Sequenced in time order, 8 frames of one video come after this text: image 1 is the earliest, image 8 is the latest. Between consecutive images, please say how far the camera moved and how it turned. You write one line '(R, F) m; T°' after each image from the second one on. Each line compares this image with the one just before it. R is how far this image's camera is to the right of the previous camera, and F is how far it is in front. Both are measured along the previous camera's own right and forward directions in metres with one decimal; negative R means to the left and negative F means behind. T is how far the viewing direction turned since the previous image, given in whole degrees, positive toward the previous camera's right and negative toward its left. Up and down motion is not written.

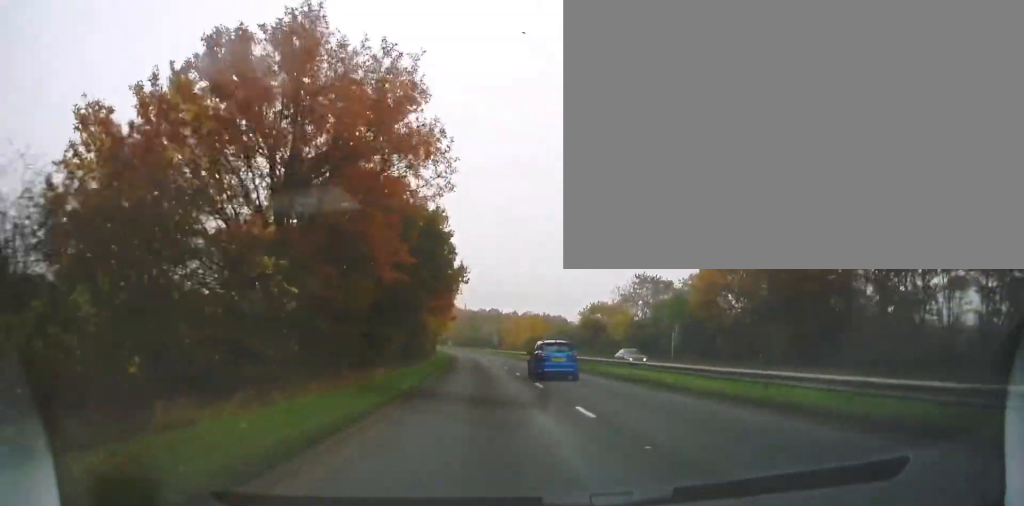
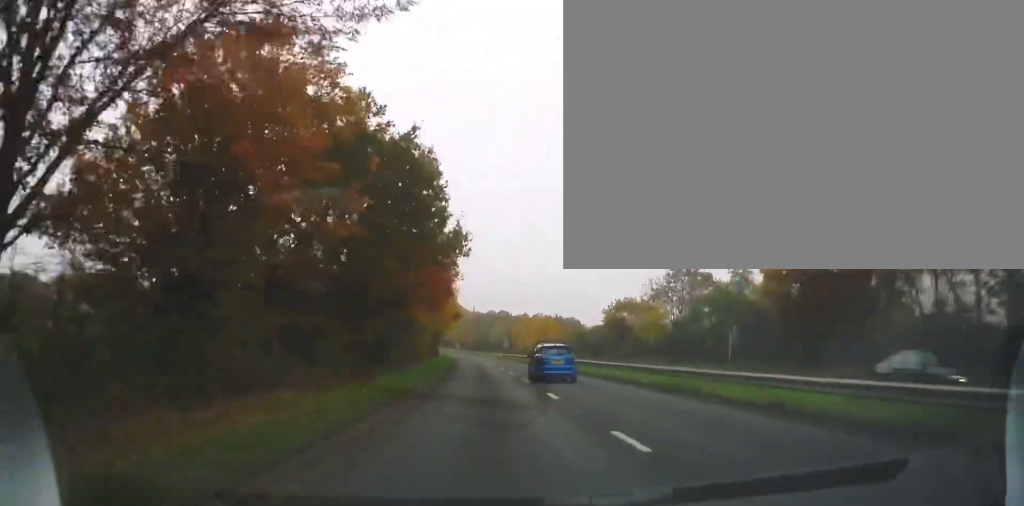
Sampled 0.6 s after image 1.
(-0.1, +12.5) m; -1°
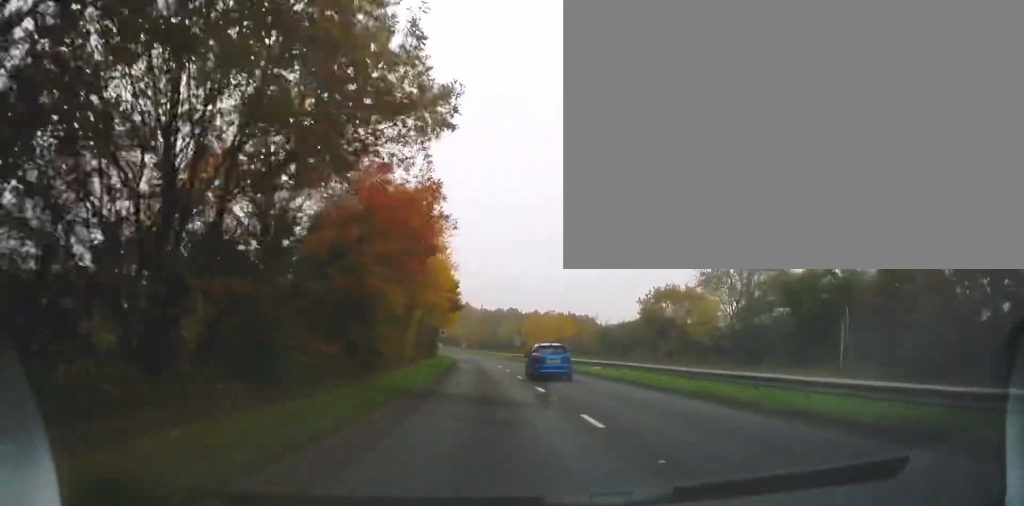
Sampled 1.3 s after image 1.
(-0.1, +15.3) m; -1°
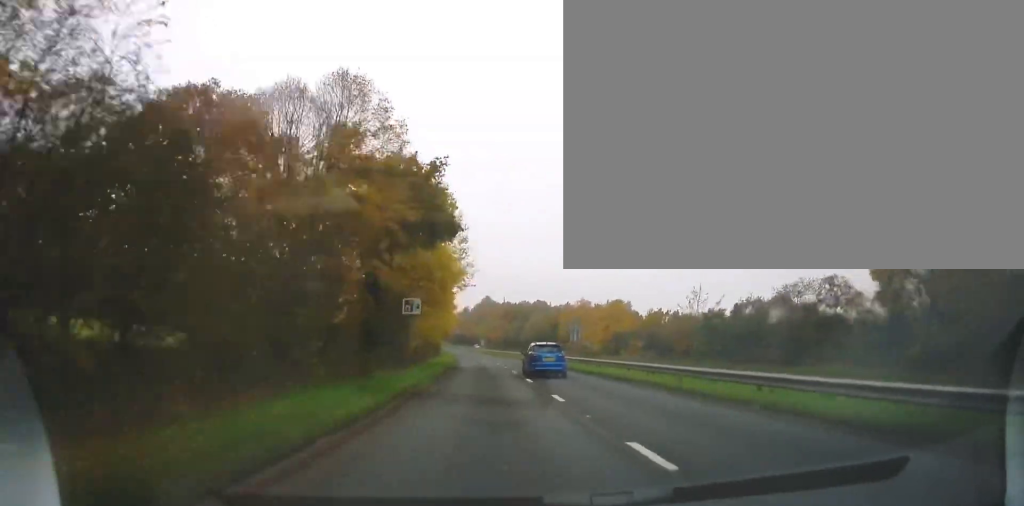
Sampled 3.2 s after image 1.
(-1.1, +39.3) m; -3°
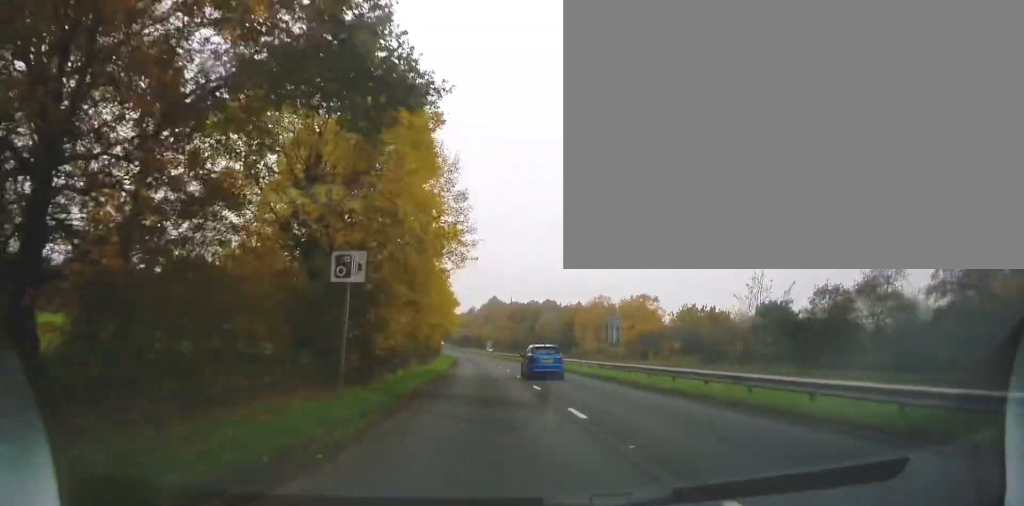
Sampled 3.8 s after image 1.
(-0.2, +12.1) m; 0°
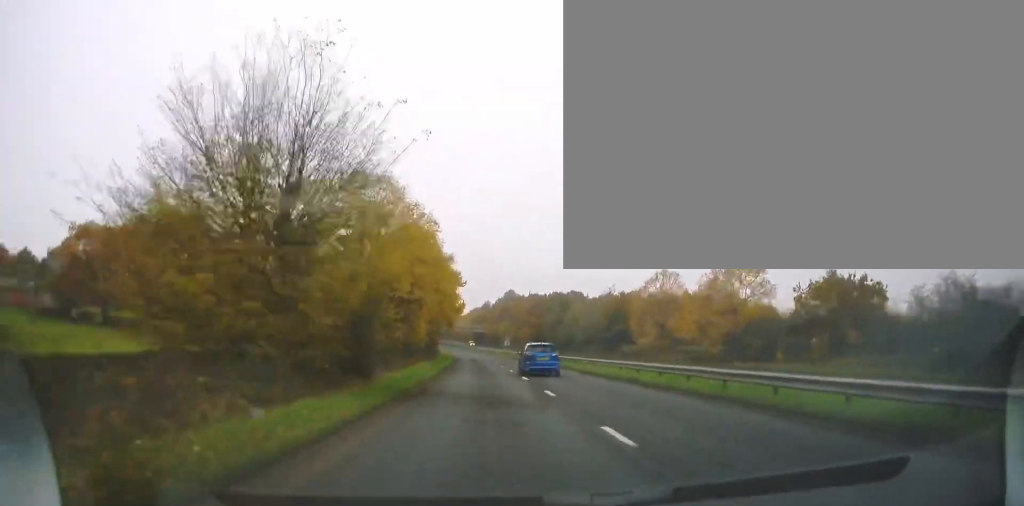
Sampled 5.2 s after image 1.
(-0.1, +30.1) m; 0°
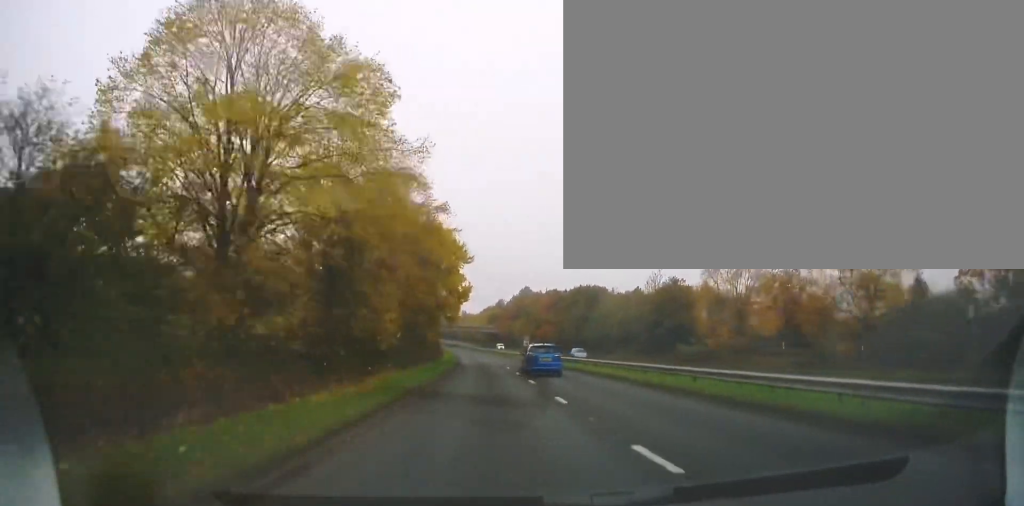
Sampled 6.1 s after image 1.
(0.0, +19.4) m; -2°
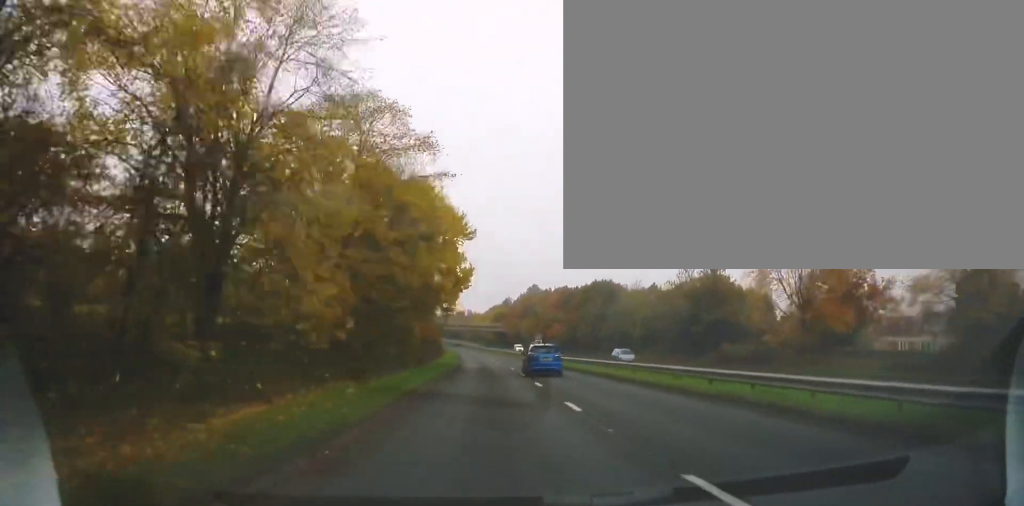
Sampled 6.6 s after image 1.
(-0.3, +10.7) m; -1°
